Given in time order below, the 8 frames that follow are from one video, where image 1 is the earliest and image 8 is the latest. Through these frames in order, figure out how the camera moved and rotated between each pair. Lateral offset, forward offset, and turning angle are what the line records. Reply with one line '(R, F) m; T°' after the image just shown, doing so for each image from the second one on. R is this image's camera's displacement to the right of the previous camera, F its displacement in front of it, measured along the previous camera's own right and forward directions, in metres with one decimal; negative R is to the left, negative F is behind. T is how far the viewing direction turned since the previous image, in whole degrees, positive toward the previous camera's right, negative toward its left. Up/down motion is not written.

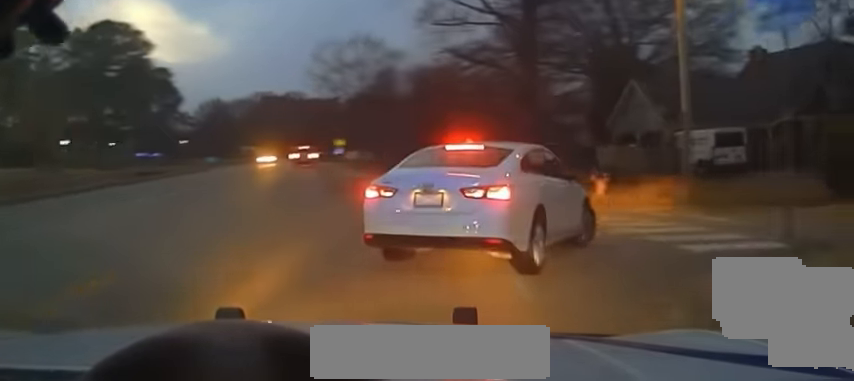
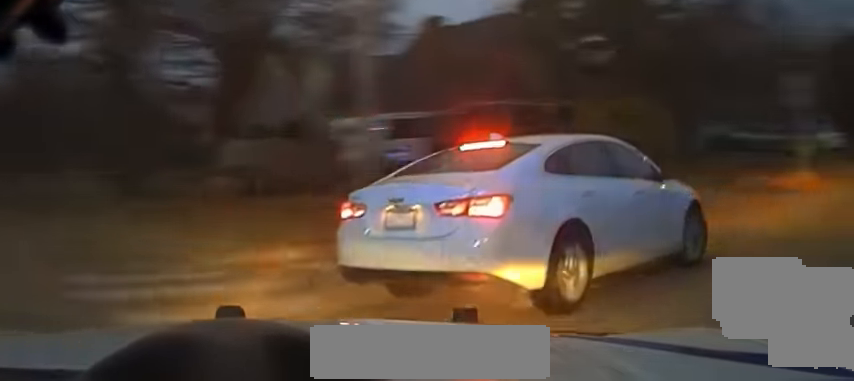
(+2.8, +10.0) m; +36°
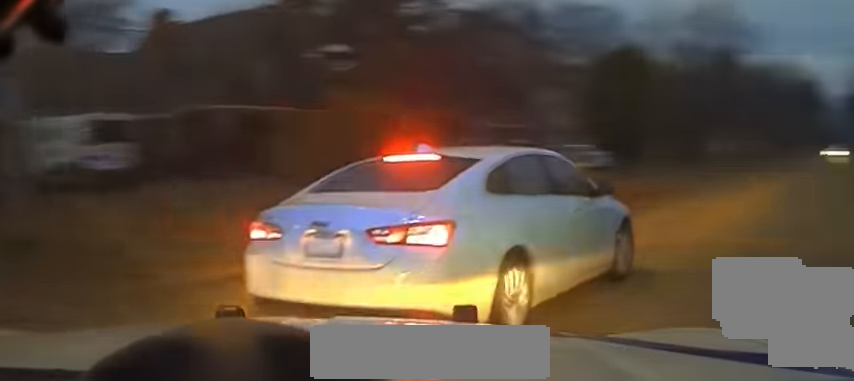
(+0.9, +4.4) m; +16°
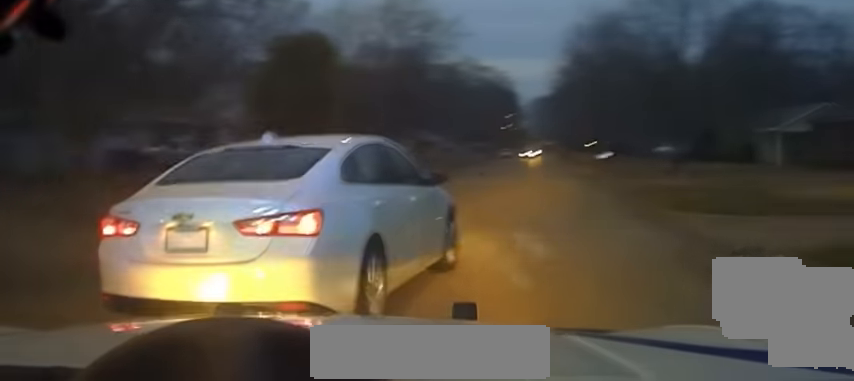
(+1.1, +5.4) m; +12°
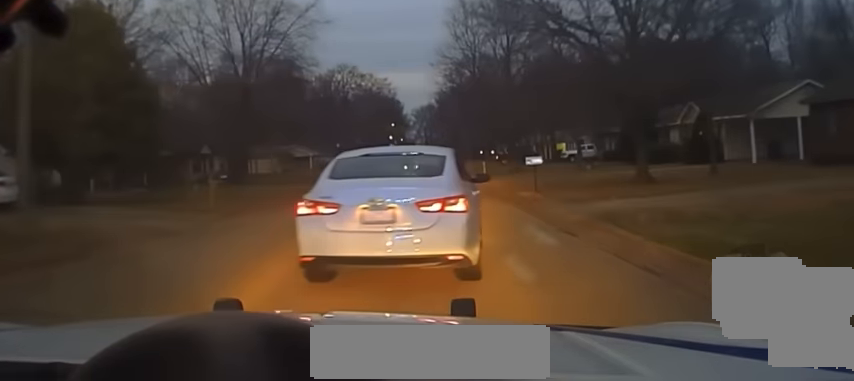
(+2.1, +13.5) m; +8°
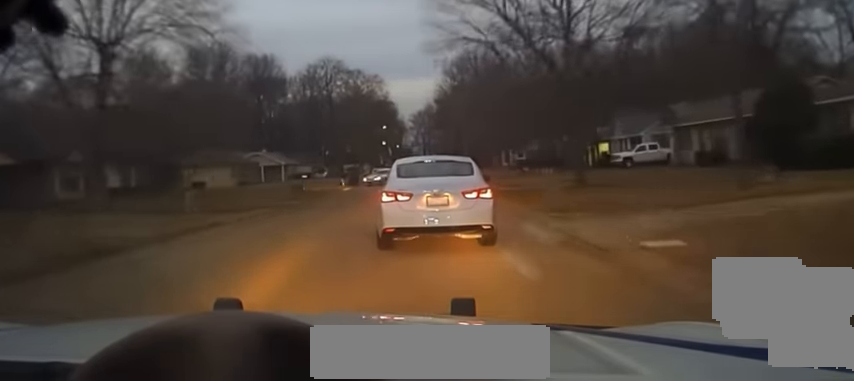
(-0.6, +22.1) m; -2°
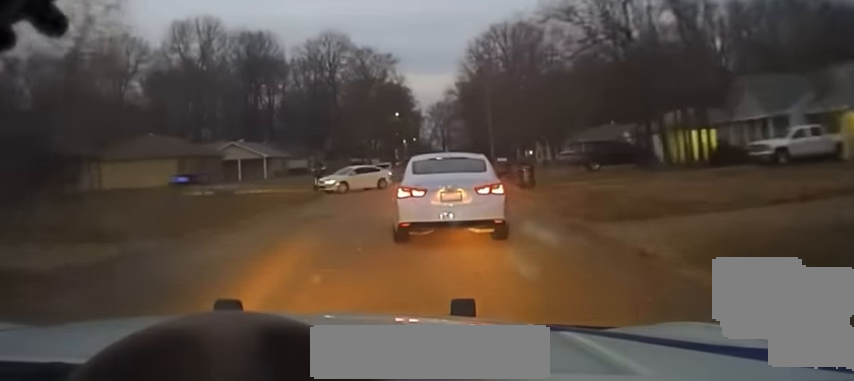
(0.0, +22.3) m; -1°
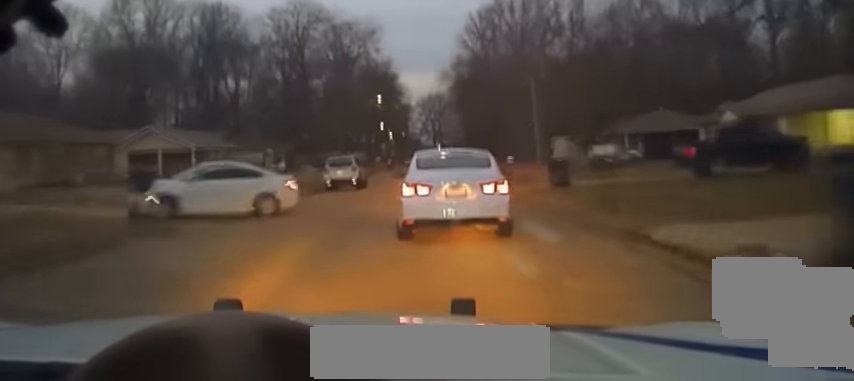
(-0.3, +23.6) m; 0°
